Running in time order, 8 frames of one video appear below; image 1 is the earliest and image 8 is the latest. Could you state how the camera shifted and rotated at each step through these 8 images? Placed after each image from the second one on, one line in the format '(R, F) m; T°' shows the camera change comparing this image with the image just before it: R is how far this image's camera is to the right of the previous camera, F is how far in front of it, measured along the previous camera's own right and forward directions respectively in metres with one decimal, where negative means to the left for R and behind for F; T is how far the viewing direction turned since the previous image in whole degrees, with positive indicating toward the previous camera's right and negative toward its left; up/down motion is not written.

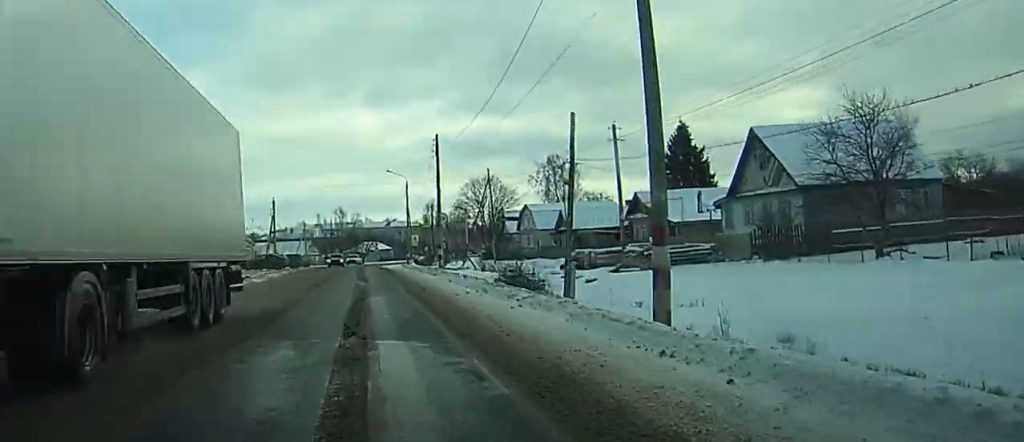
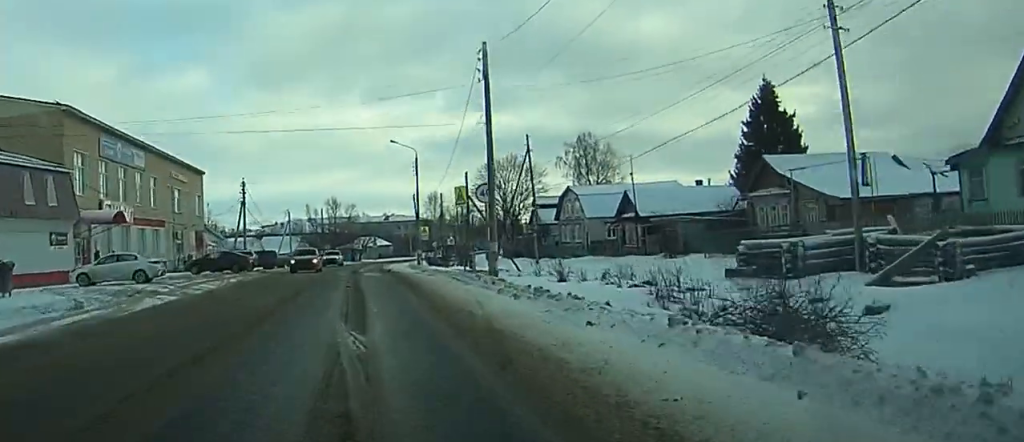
(+0.1, +21.8) m; 0°
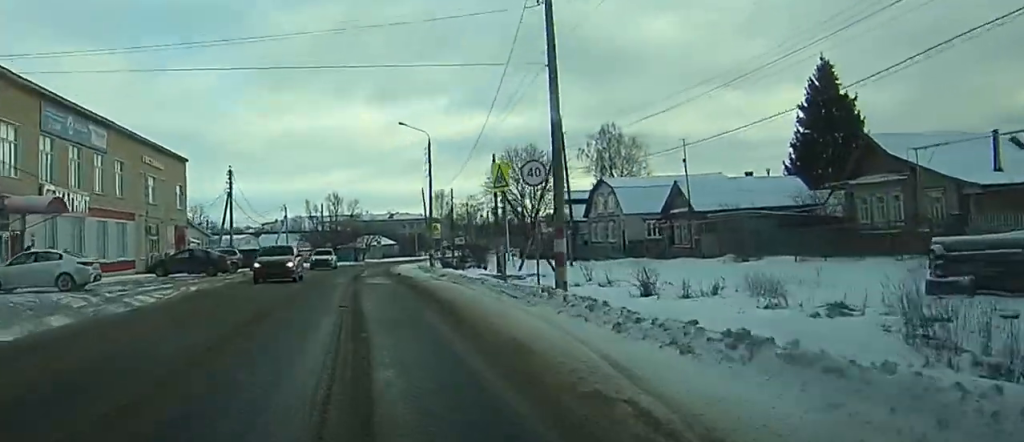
(0.0, +10.3) m; 0°
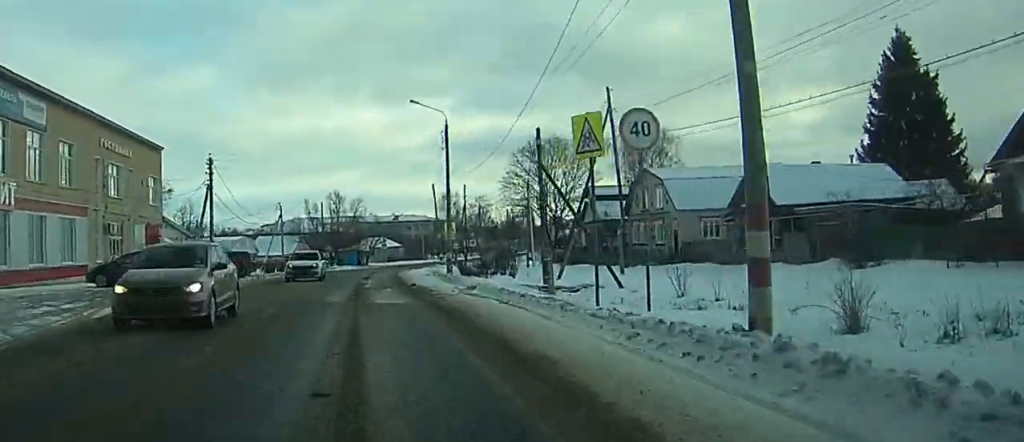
(0.0, +11.9) m; 0°
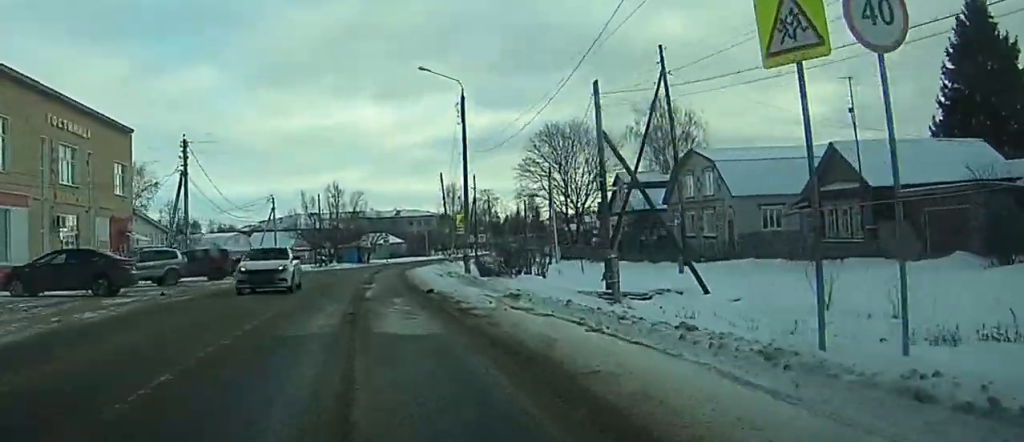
(0.0, +9.5) m; 0°
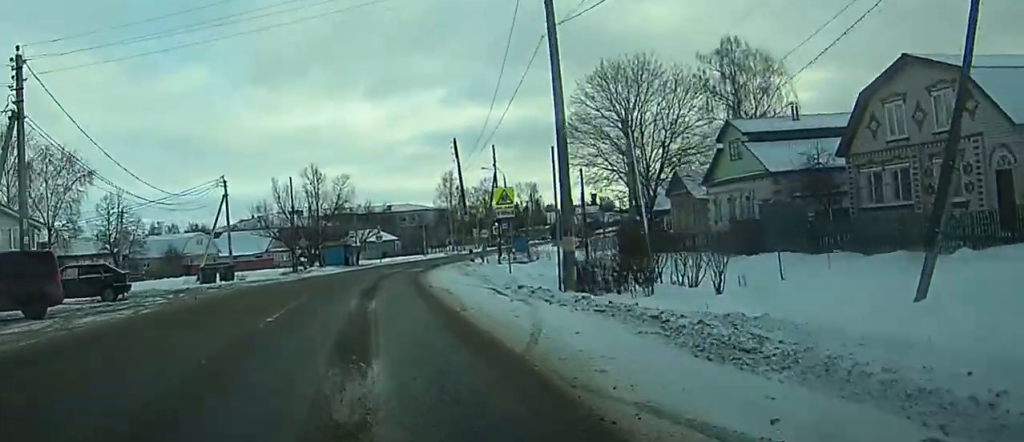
(-0.1, +24.0) m; 0°
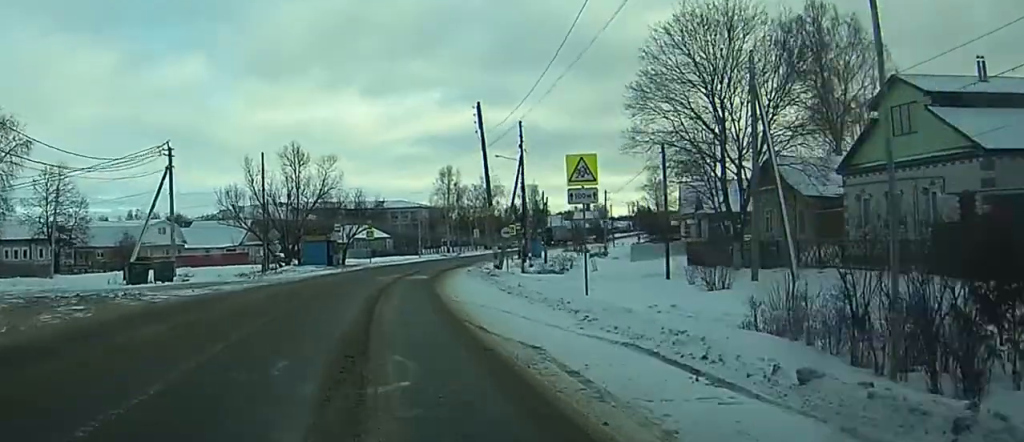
(0.0, +15.0) m; +1°
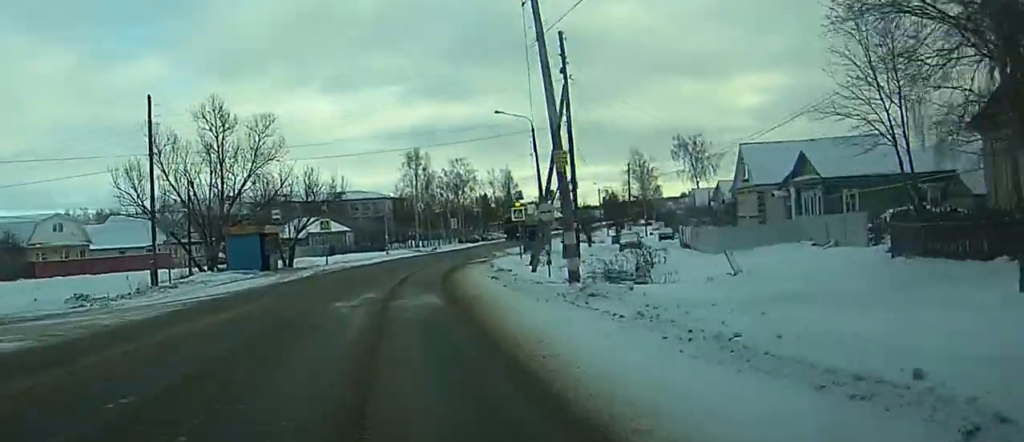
(+0.3, +22.2) m; +2°
